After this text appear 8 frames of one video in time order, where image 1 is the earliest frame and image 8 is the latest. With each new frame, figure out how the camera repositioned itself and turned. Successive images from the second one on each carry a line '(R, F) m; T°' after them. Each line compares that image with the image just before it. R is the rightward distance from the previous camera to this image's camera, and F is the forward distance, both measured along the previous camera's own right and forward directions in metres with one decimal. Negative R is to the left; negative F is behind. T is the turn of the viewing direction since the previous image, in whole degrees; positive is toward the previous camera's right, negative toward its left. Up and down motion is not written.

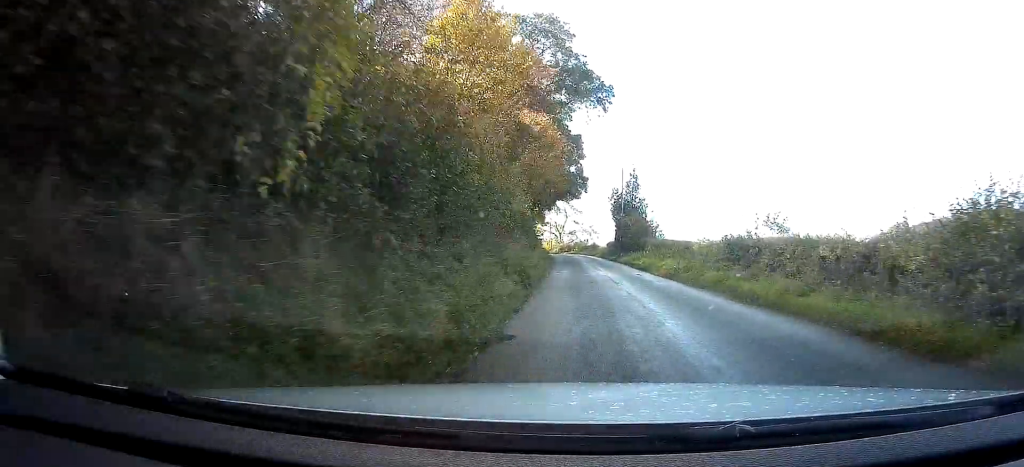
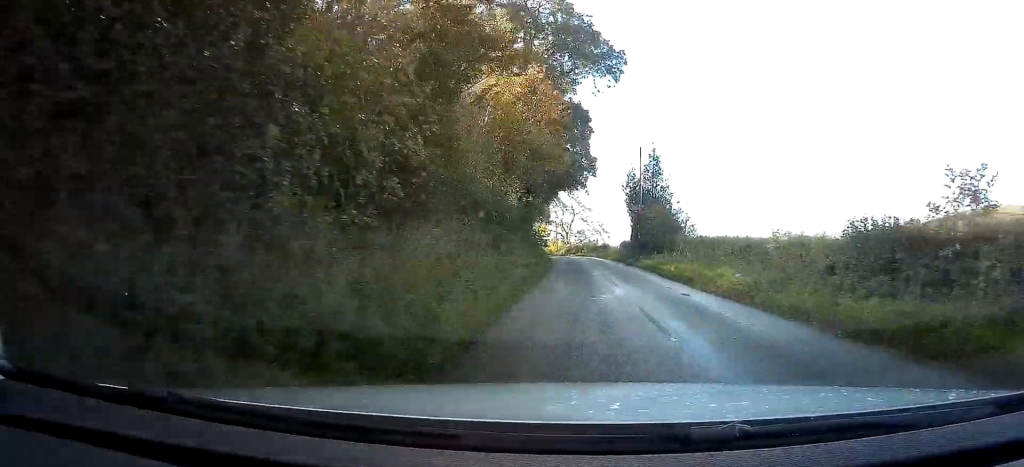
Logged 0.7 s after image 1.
(0.0, +10.0) m; -1°
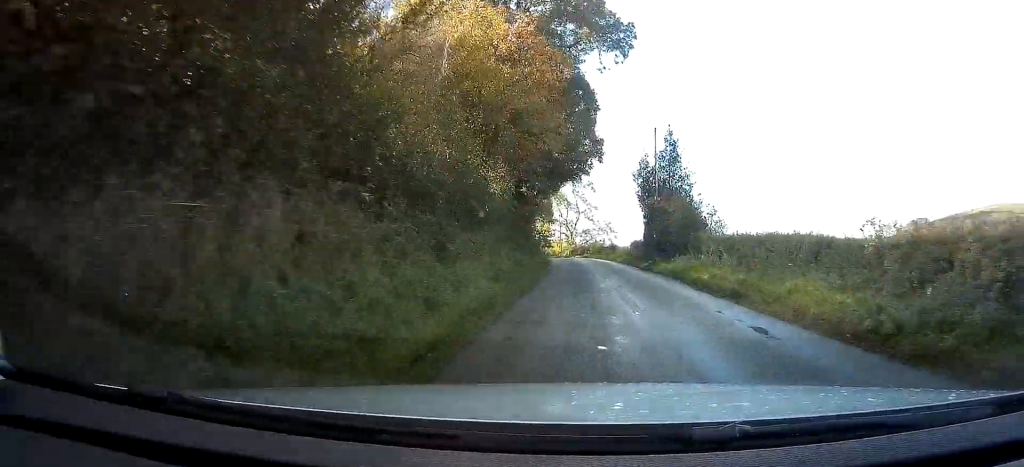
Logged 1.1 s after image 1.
(0.0, +5.7) m; -1°
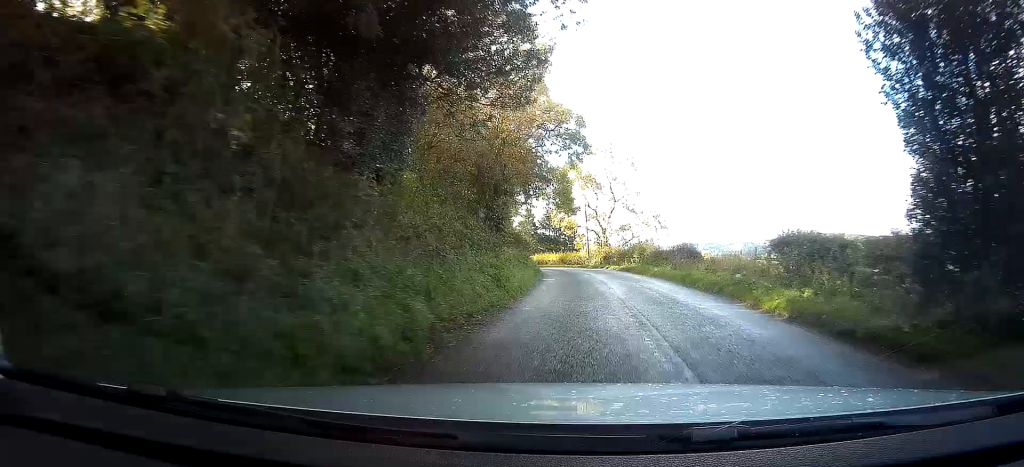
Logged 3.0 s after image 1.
(-1.5, +27.7) m; -5°
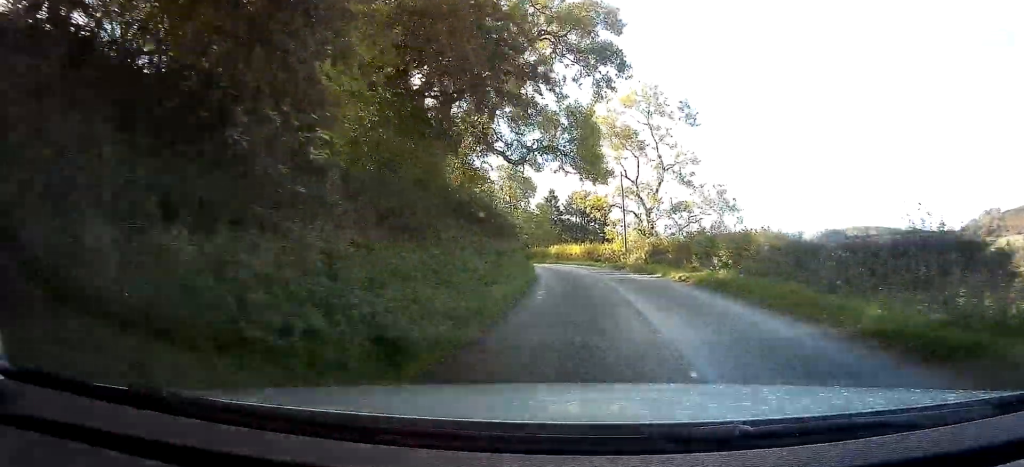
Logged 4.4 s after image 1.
(-0.3, +18.7) m; -3°
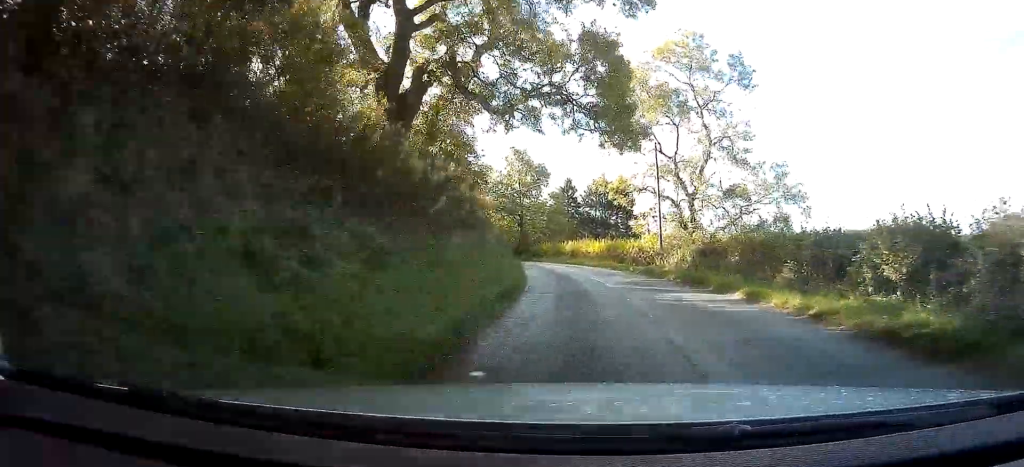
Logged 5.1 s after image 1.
(-0.1, +10.2) m; -3°
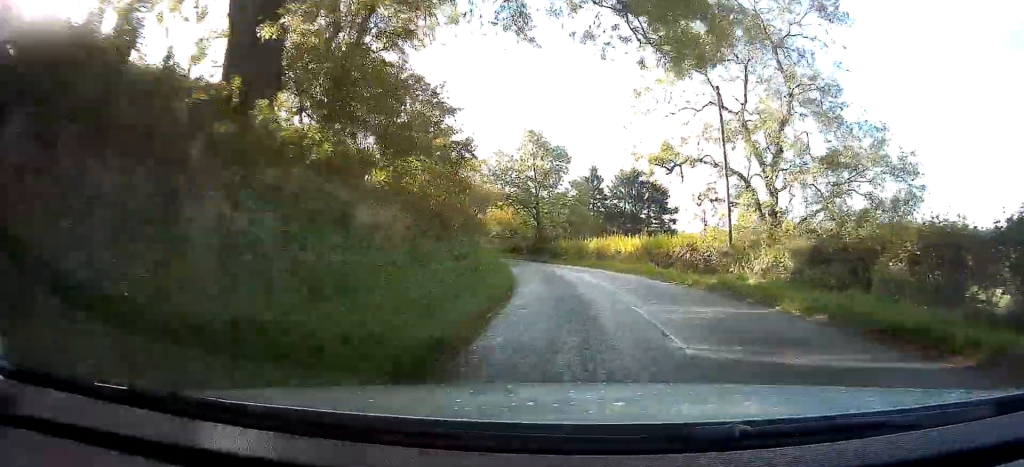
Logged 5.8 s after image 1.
(-0.5, +10.2) m; -3°
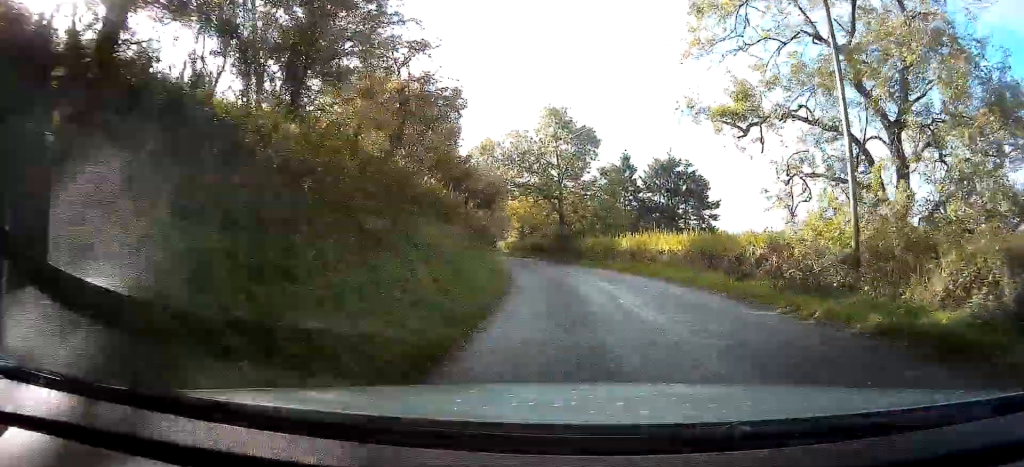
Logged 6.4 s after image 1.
(-0.1, +7.9) m; -2°
